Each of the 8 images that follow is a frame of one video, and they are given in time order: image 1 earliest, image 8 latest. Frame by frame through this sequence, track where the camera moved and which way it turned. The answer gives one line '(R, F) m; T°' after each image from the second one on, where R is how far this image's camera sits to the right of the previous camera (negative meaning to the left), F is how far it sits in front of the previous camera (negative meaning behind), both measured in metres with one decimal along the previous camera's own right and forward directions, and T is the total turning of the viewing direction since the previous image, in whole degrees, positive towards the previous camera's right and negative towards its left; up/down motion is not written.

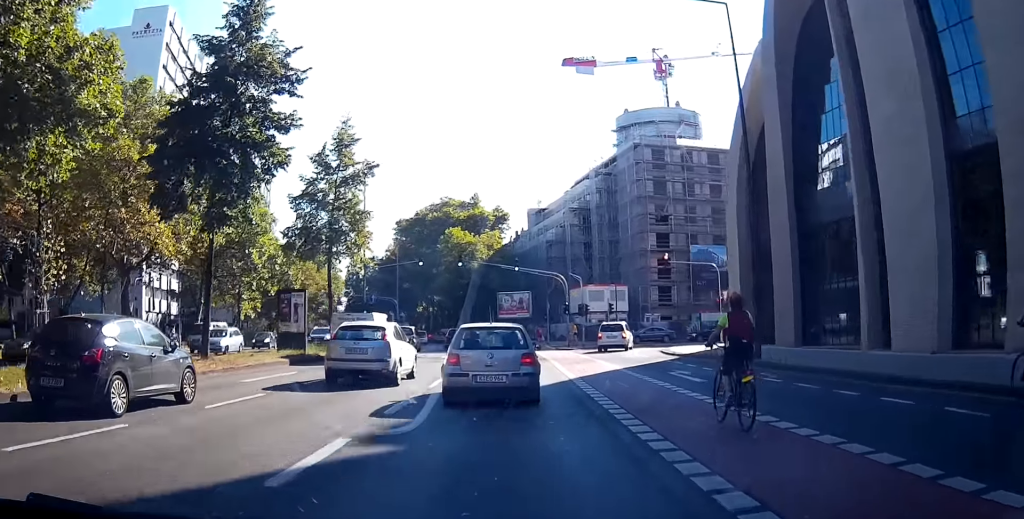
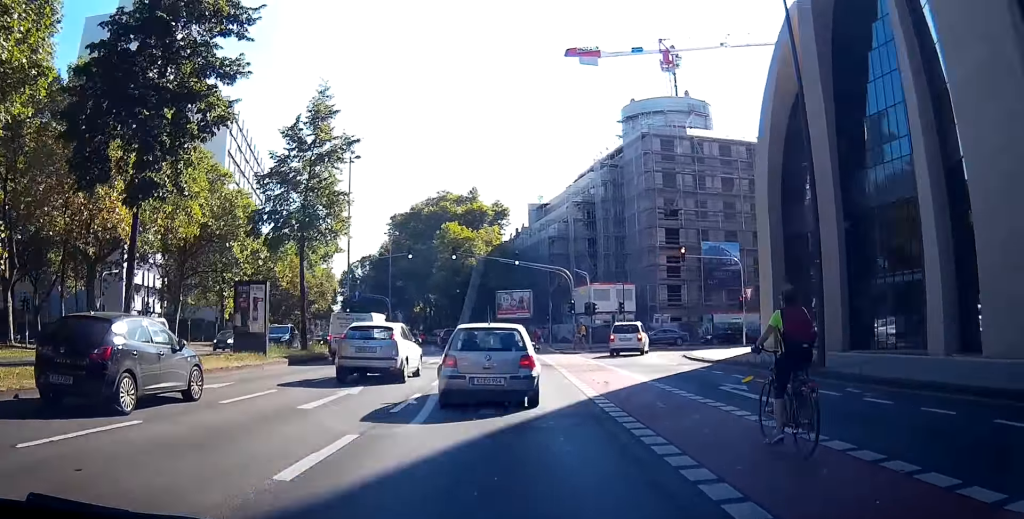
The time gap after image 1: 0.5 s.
(0.0, +4.5) m; +1°
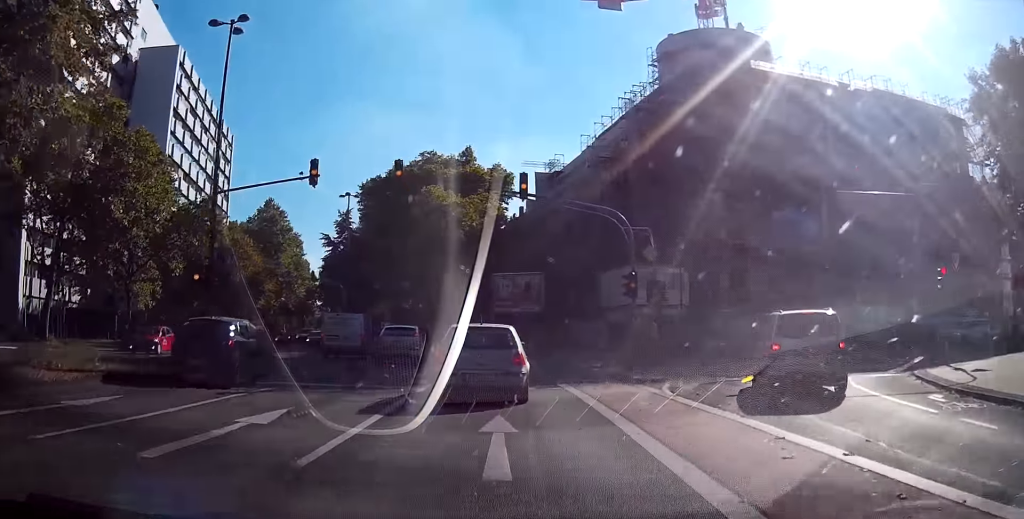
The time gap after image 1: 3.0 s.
(+0.9, +15.8) m; +8°
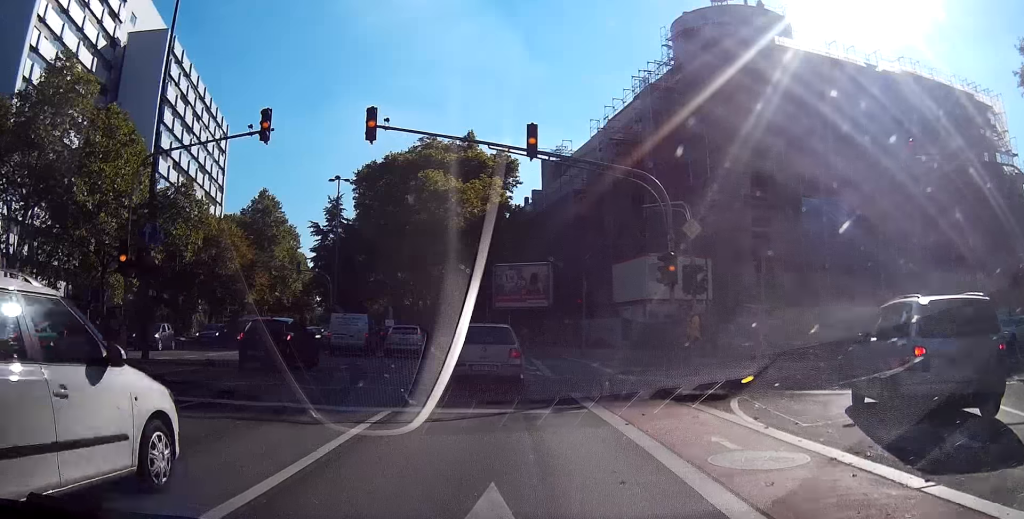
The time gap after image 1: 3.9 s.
(0.0, +2.8) m; +3°
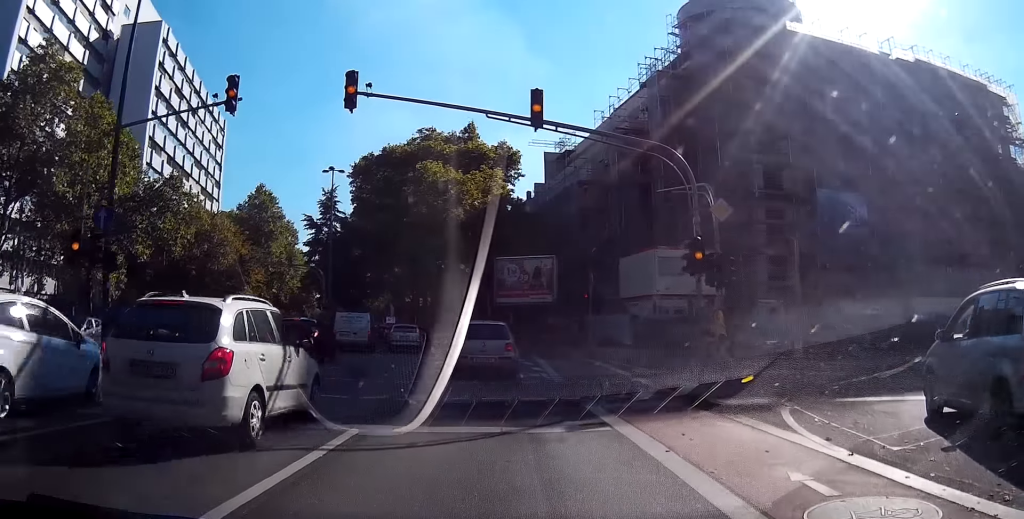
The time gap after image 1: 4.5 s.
(0.0, +1.2) m; +1°
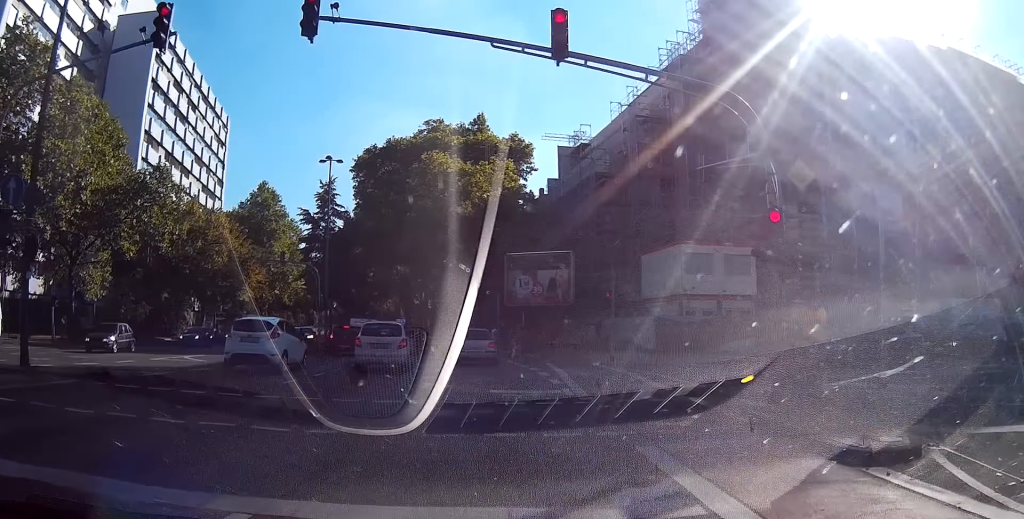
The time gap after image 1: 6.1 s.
(+0.3, +2.0) m; 0°
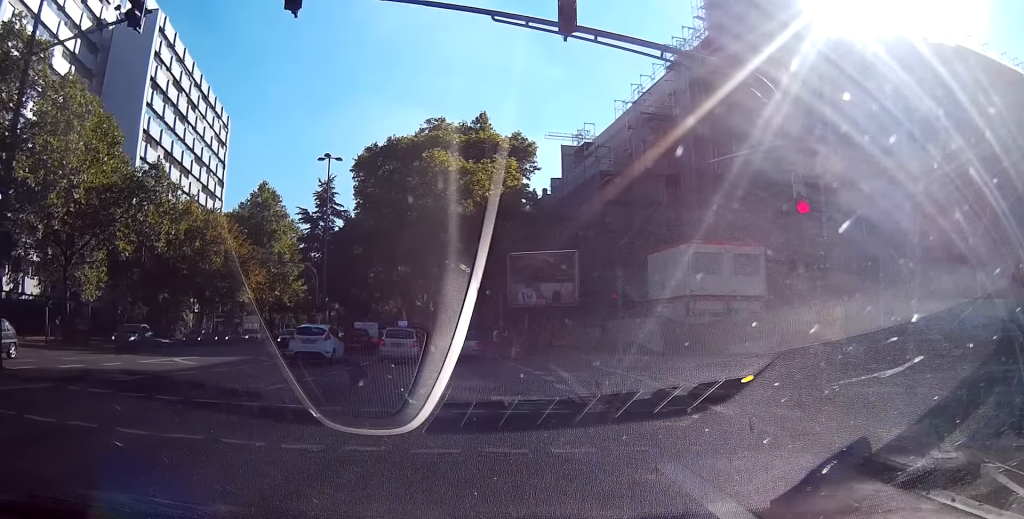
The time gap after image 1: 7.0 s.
(0.0, +0.3) m; 0°
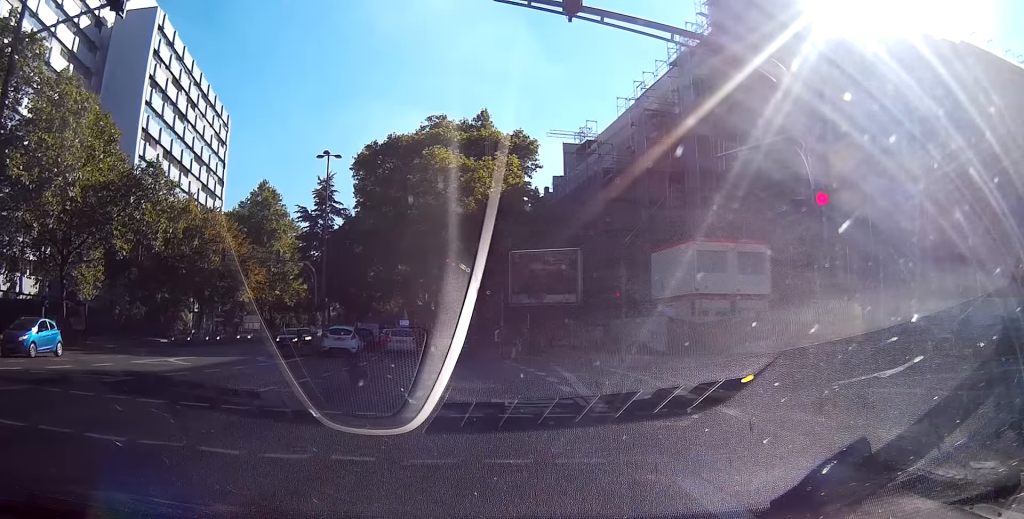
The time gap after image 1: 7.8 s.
(+0.1, 0.0) m; 0°
